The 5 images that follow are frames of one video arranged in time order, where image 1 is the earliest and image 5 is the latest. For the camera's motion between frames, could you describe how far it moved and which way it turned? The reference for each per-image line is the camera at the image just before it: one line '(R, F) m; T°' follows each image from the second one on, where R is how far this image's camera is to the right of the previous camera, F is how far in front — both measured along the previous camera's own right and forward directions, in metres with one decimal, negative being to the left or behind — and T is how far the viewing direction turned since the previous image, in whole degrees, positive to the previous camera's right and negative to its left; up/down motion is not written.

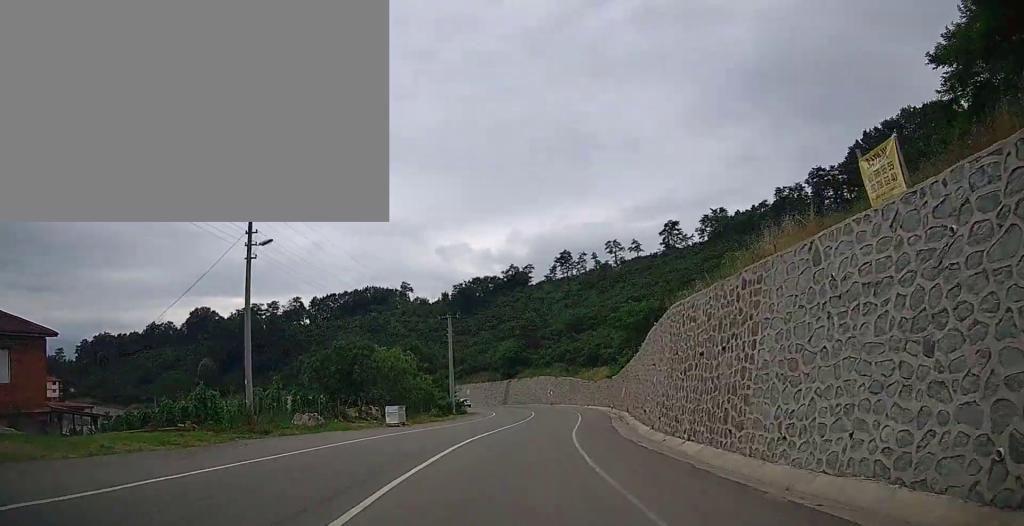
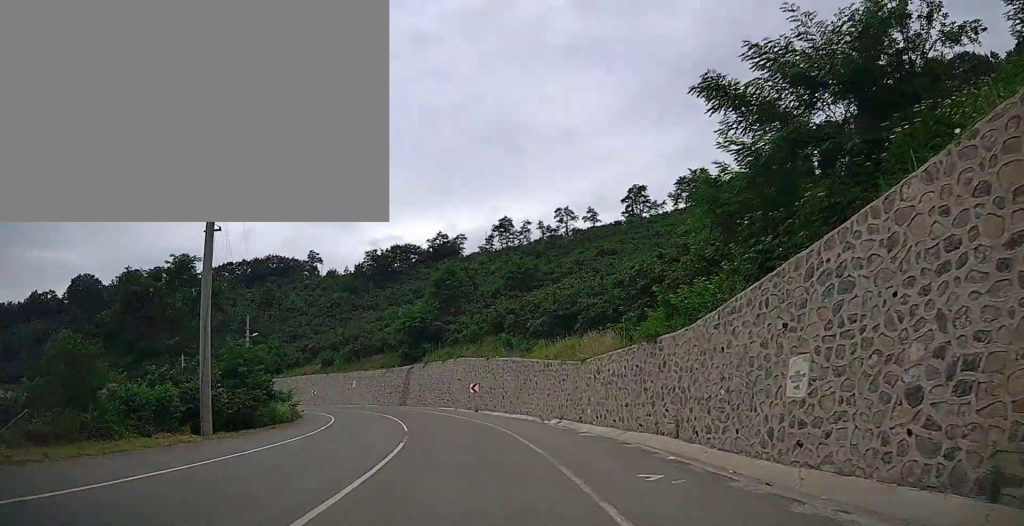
(+2.7, +37.4) m; +4°
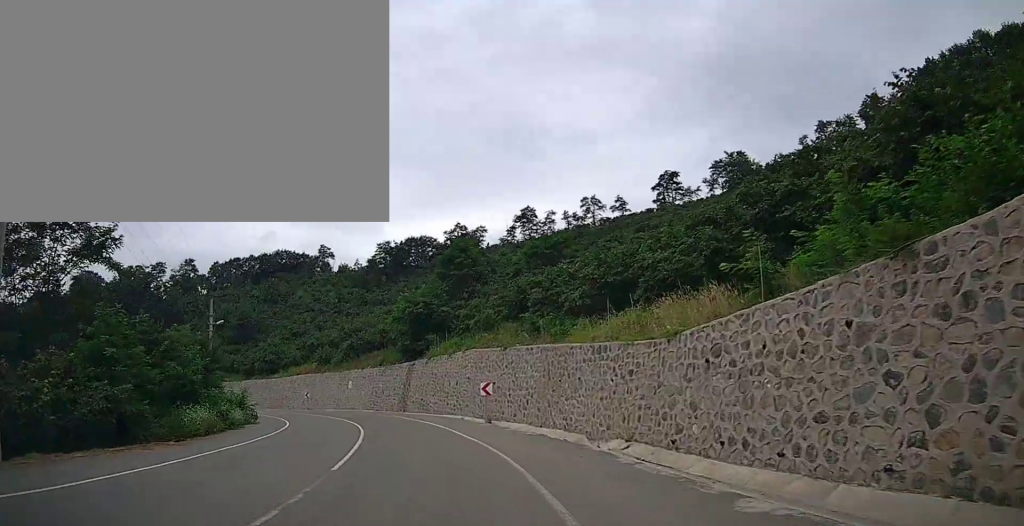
(-0.3, +11.3) m; -5°
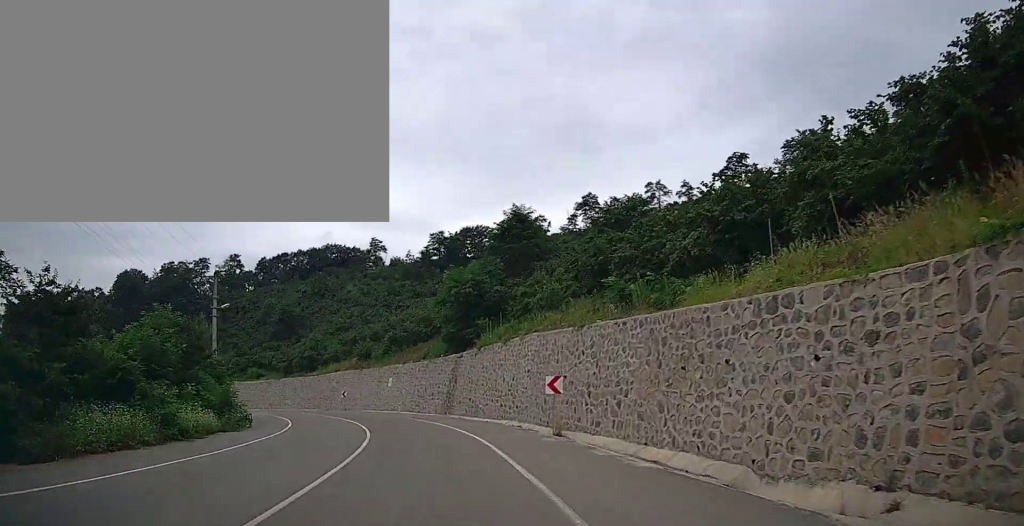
(-0.4, +8.8) m; -6°
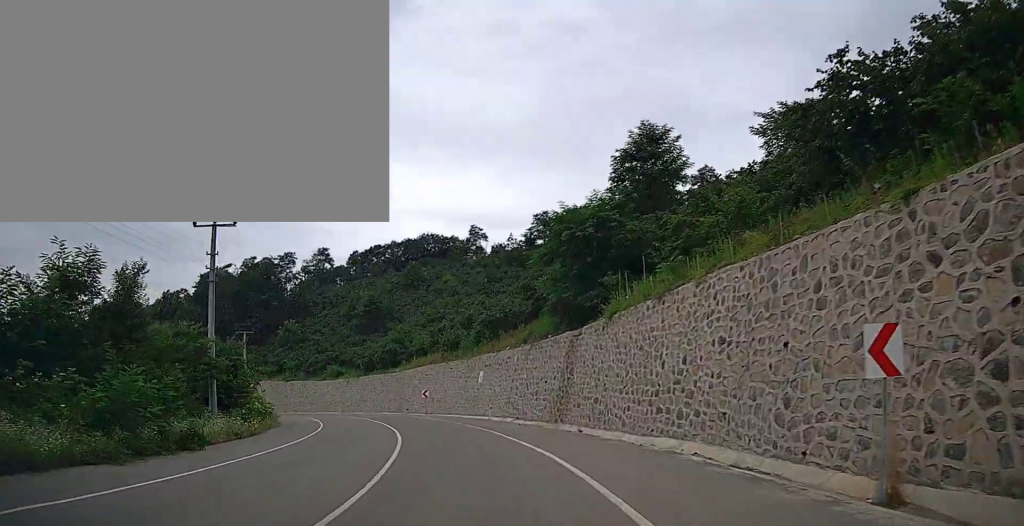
(-1.1, +13.2) m; -9°
